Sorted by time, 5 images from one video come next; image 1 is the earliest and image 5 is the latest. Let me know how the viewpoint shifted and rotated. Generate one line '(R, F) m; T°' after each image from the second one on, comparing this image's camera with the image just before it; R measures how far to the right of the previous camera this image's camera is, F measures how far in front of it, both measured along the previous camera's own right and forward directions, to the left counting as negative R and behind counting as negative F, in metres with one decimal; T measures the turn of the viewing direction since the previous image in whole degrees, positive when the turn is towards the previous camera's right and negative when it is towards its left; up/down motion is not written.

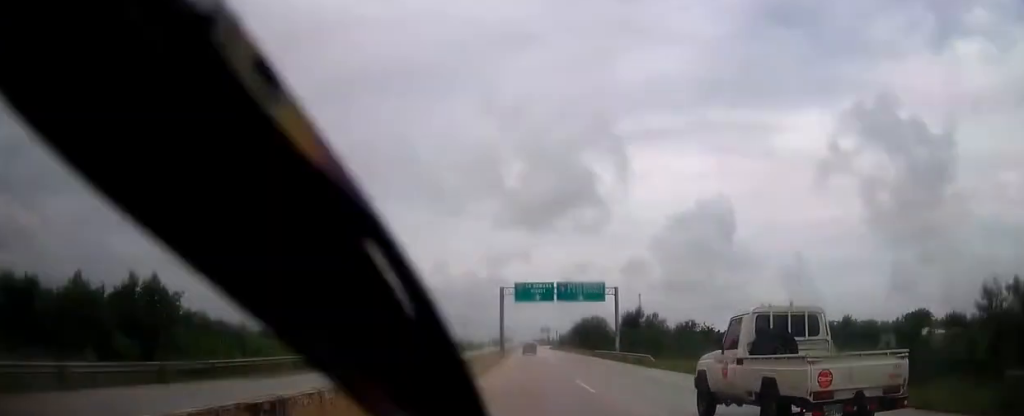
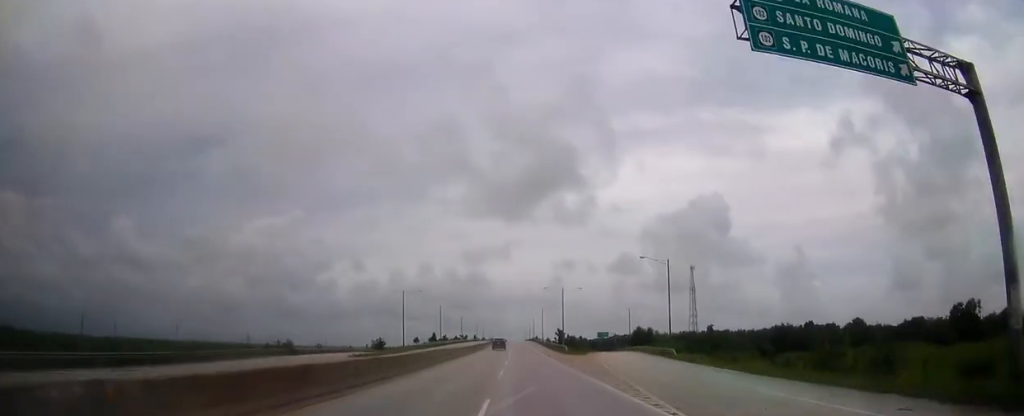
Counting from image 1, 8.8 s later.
(+2.2, +255.6) m; +1°
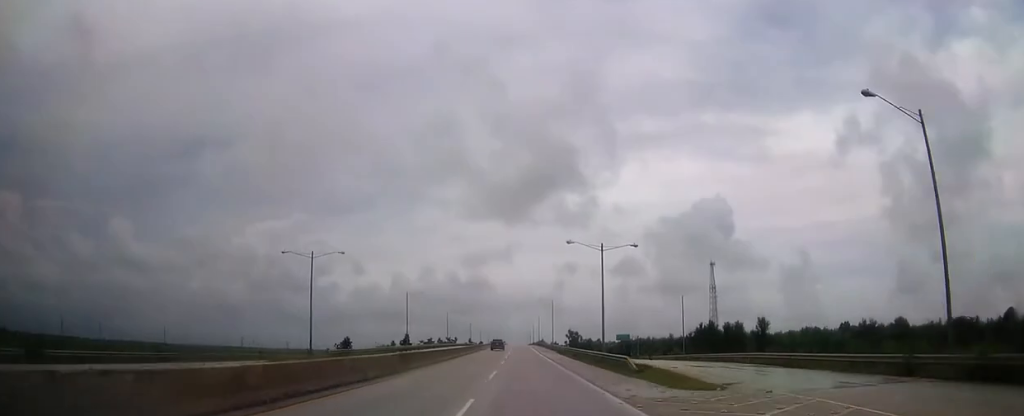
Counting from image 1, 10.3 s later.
(0.0, +42.7) m; 0°
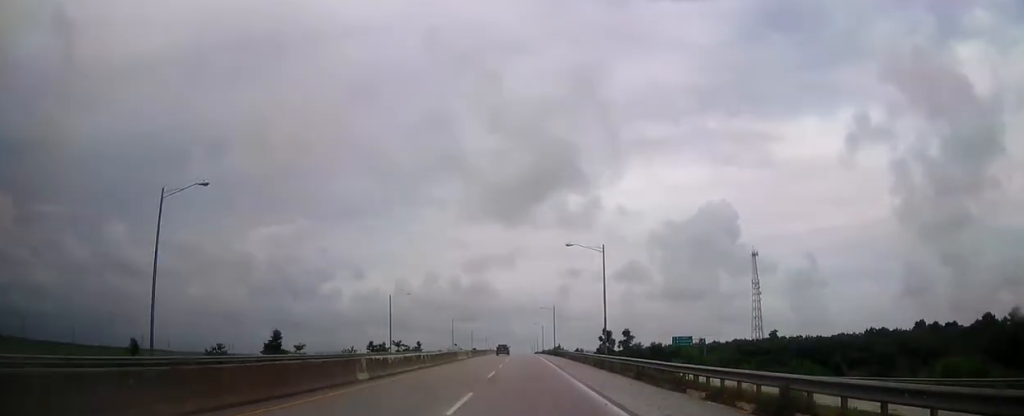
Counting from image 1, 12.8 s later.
(-0.2, +70.2) m; 0°
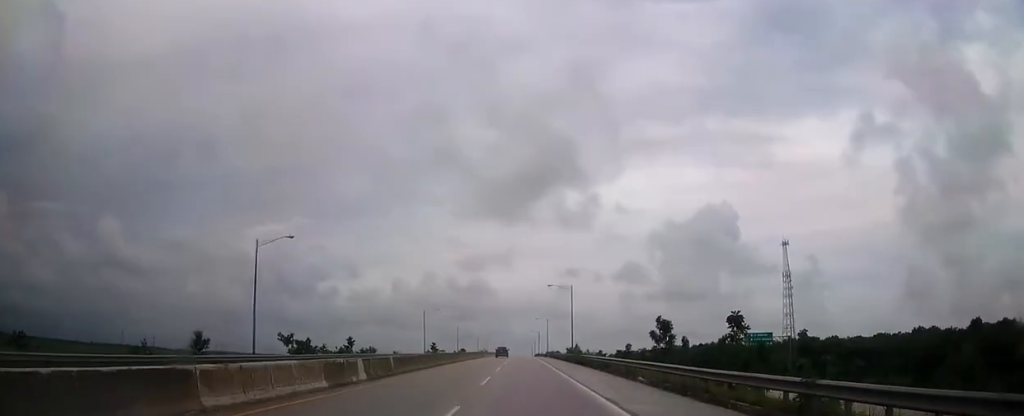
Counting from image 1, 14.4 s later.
(-0.2, +44.9) m; 0°
